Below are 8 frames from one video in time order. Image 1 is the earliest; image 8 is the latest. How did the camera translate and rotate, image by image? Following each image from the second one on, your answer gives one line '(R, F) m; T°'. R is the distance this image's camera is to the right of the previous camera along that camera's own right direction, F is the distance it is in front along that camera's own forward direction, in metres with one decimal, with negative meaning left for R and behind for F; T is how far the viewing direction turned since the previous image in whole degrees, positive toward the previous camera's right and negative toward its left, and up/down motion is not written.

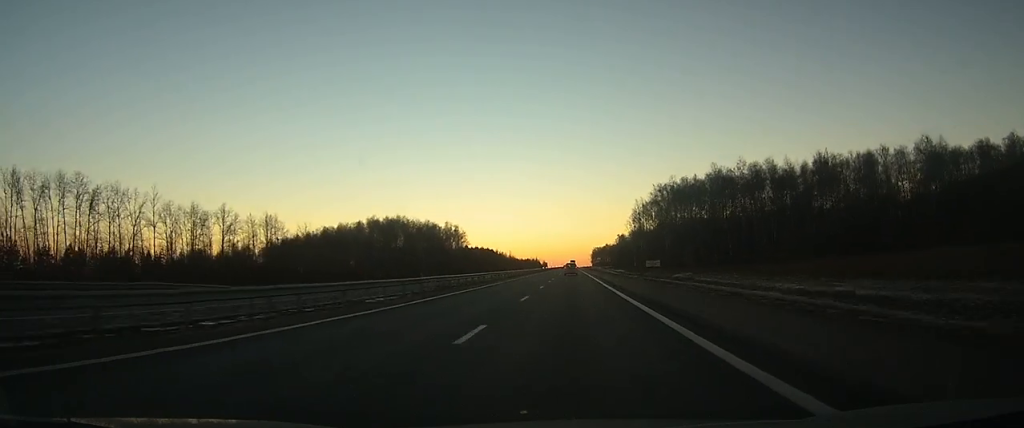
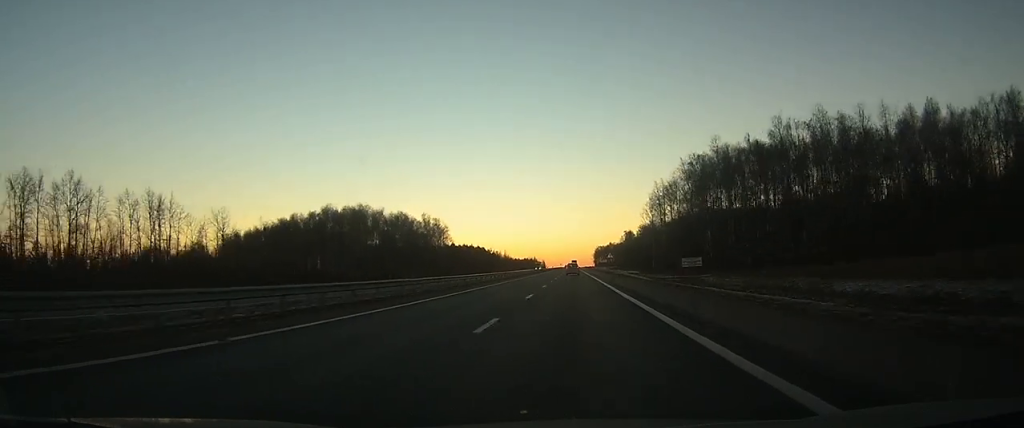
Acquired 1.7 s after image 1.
(0.0, +41.1) m; 0°
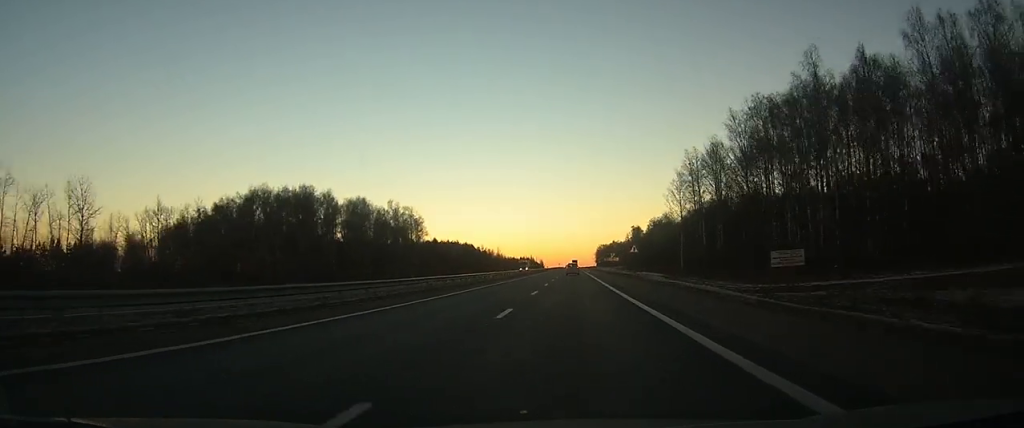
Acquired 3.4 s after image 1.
(0.0, +38.8) m; 0°
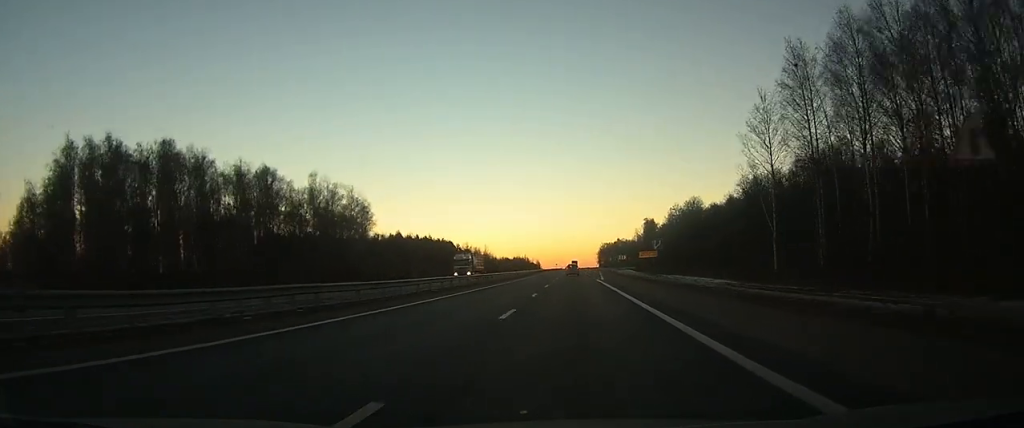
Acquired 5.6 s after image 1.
(+0.1, +49.5) m; 0°
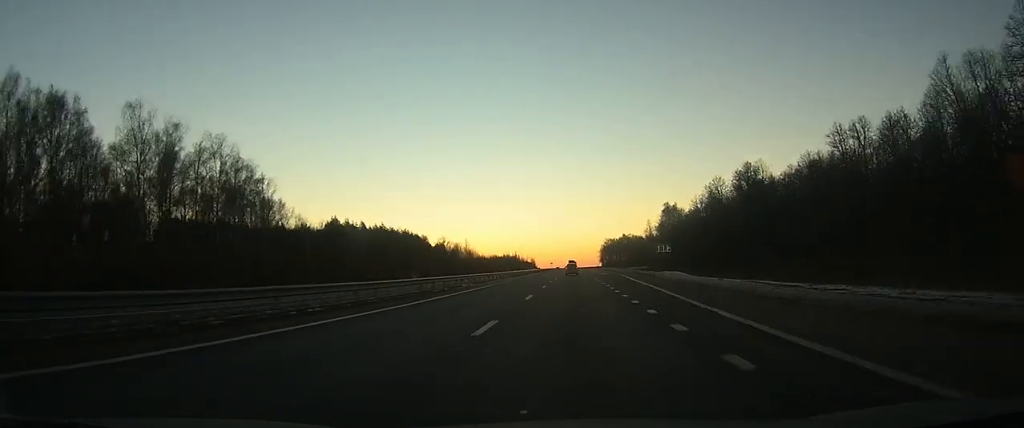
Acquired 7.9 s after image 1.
(0.0, +56.6) m; 0°
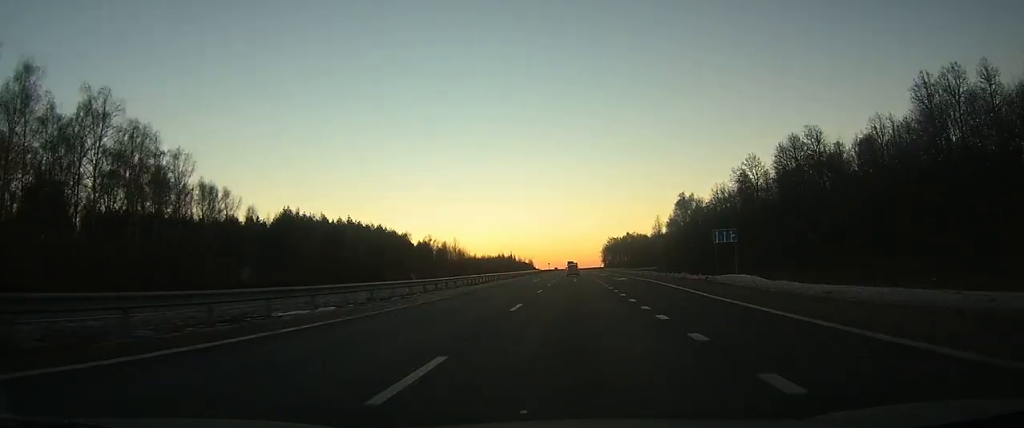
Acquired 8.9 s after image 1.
(0.0, +29.1) m; 0°
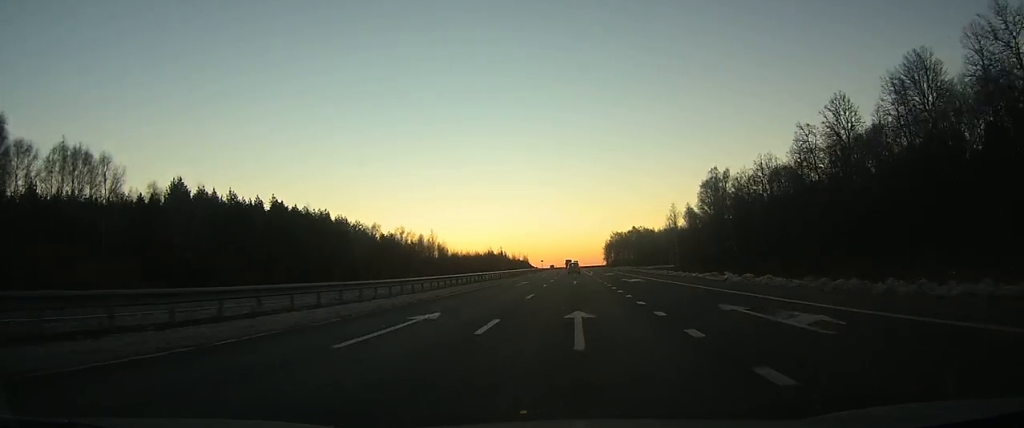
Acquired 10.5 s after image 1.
(+0.1, +44.4) m; 0°
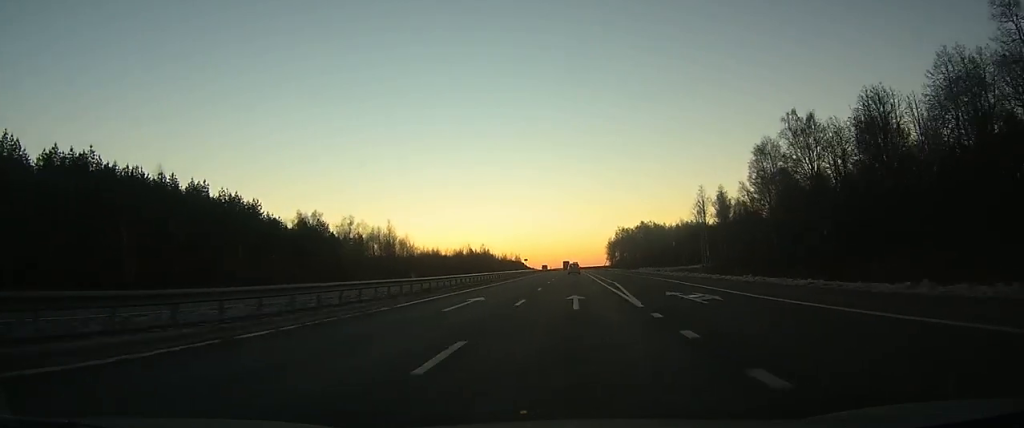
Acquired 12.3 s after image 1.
(0.0, +55.4) m; 0°
